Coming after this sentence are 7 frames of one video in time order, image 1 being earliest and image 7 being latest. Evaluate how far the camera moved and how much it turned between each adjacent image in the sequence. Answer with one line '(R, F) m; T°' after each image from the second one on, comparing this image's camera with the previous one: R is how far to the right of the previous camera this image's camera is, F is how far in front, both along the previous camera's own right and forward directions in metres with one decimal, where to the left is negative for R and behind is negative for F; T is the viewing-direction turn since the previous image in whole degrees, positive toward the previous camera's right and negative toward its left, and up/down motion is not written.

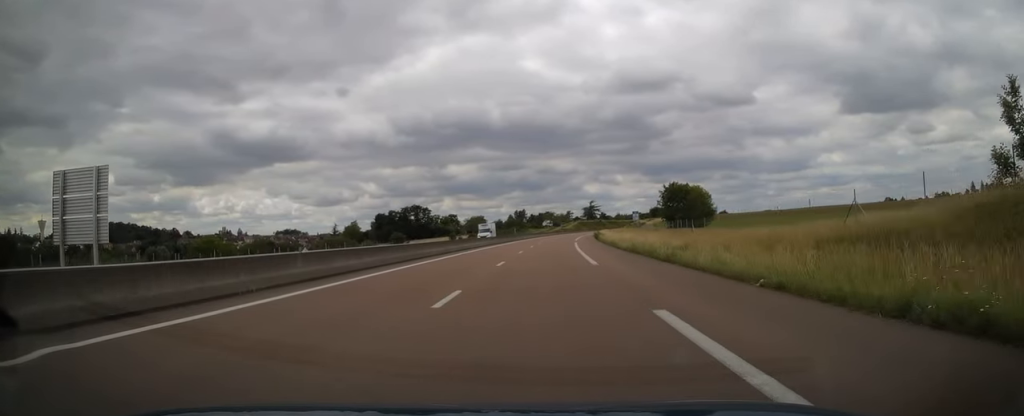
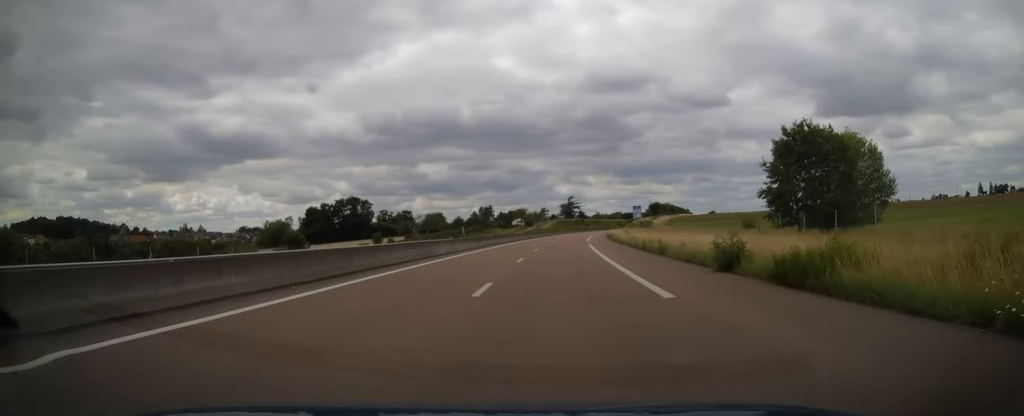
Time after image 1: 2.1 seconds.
(+1.0, +62.7) m; +2°
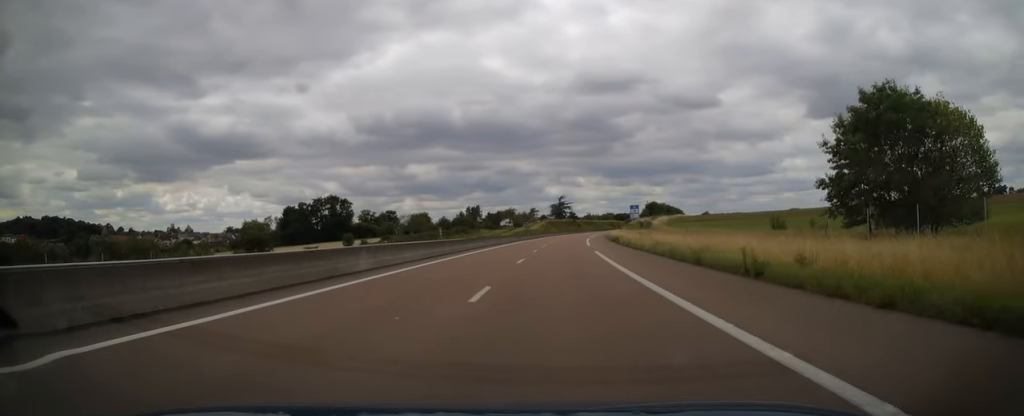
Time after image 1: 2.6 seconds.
(0.0, +13.7) m; +1°
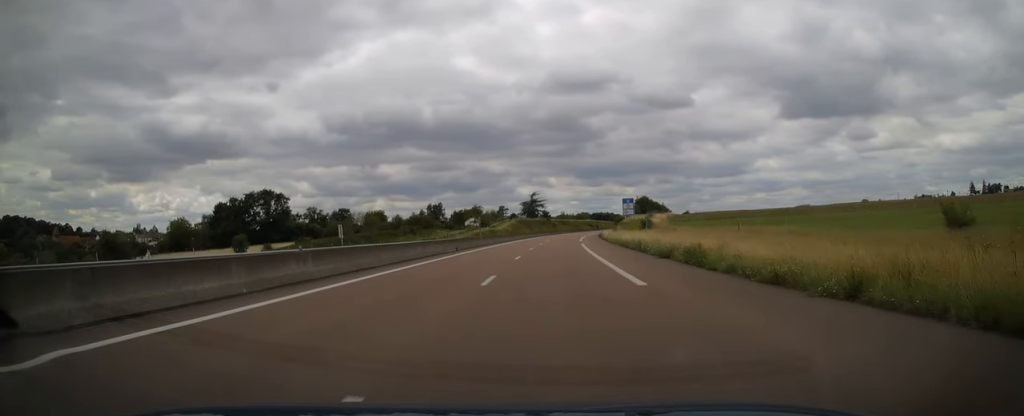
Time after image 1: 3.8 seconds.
(+0.7, +35.2) m; +2°
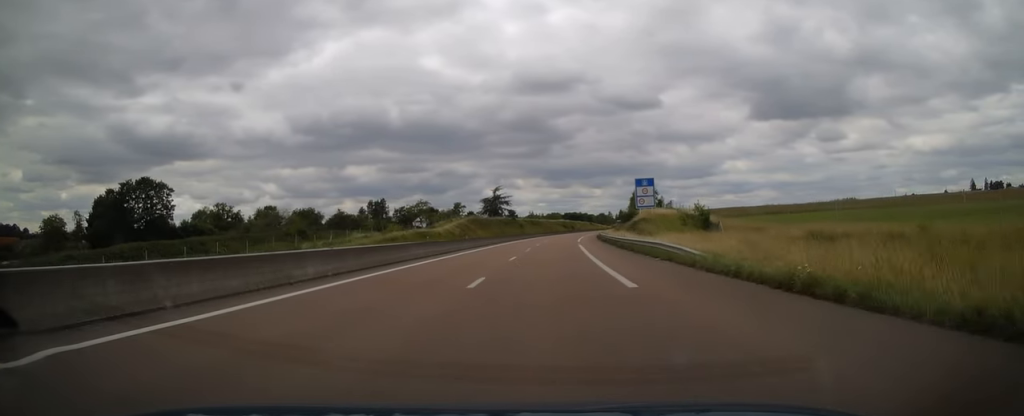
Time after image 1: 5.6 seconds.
(+1.4, +51.8) m; +3°
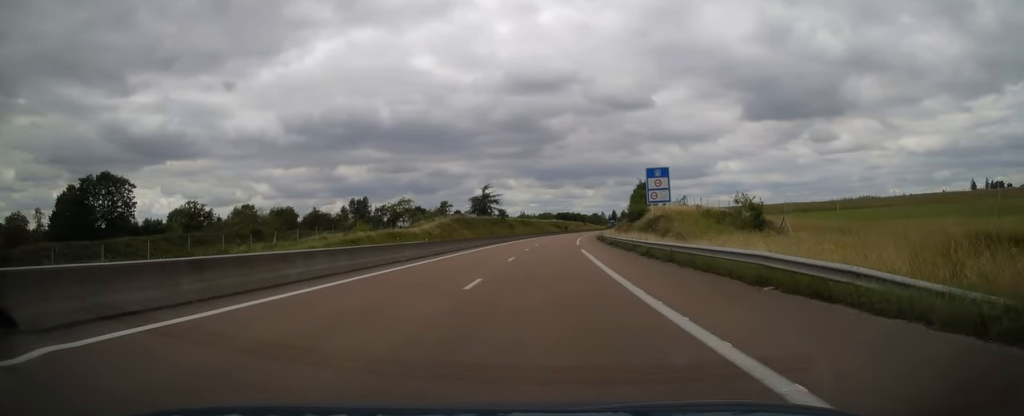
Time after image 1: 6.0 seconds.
(+0.2, +13.2) m; +1°
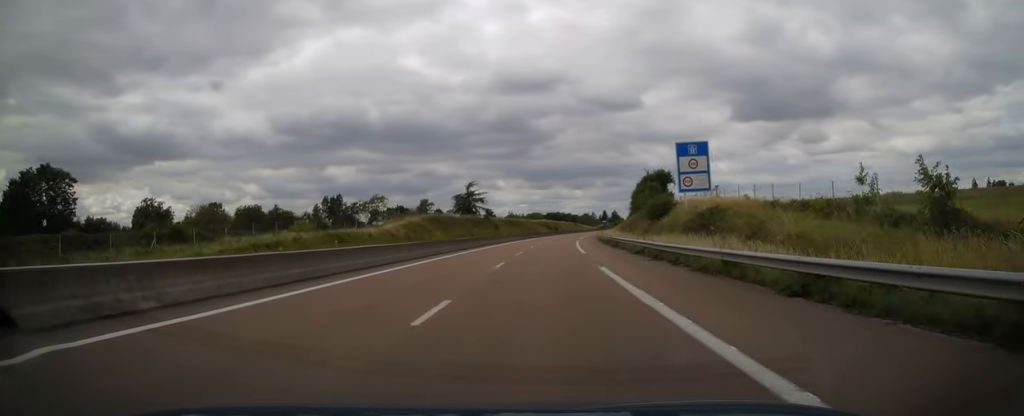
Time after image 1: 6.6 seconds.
(+0.1, +18.1) m; +1°
